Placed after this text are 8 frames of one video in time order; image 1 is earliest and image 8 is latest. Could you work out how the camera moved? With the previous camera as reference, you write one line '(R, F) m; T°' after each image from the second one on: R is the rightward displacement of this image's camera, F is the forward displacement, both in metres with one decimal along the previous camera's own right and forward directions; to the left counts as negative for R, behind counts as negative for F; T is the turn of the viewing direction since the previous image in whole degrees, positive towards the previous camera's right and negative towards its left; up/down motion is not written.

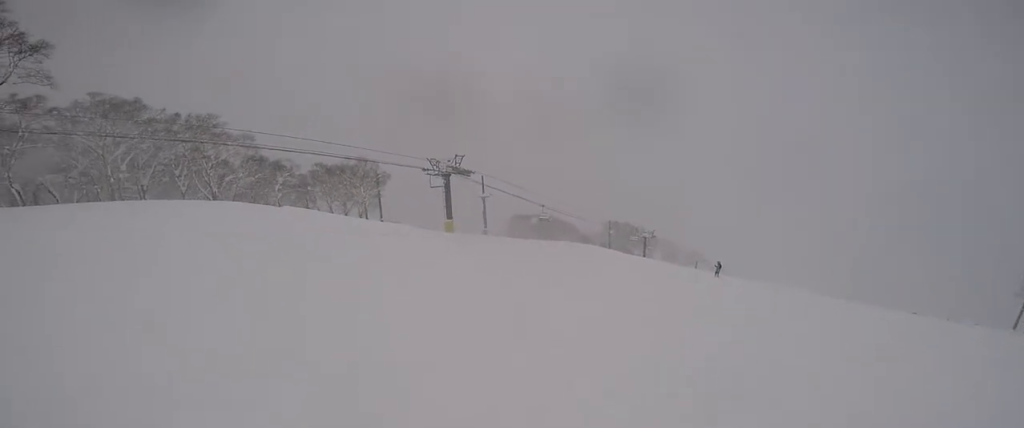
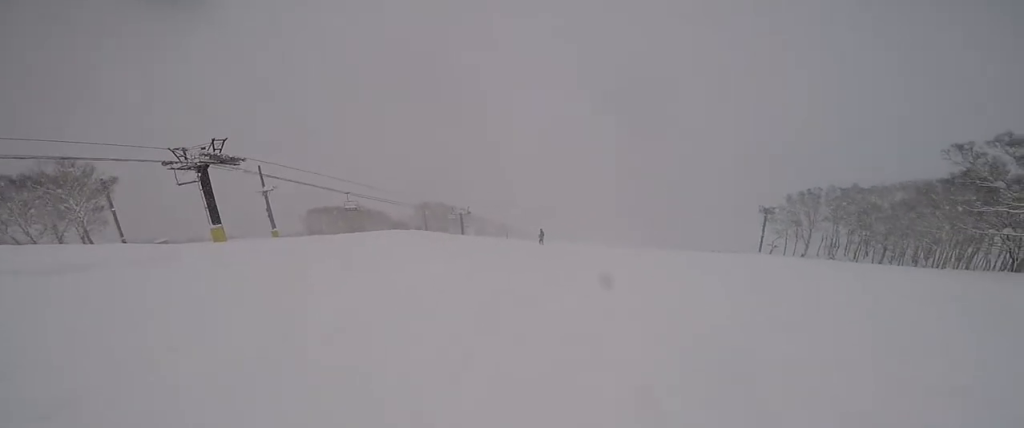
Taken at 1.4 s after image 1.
(+0.6, +6.2) m; +16°
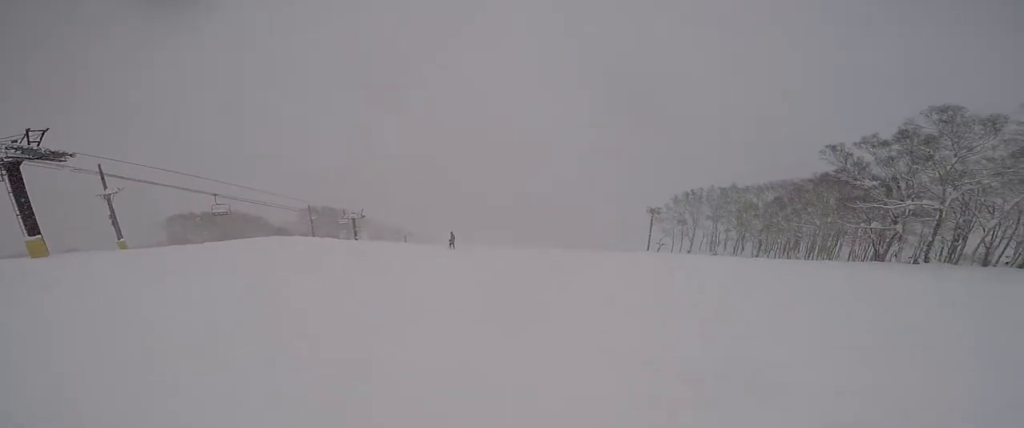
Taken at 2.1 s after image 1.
(+0.1, +3.0) m; +17°
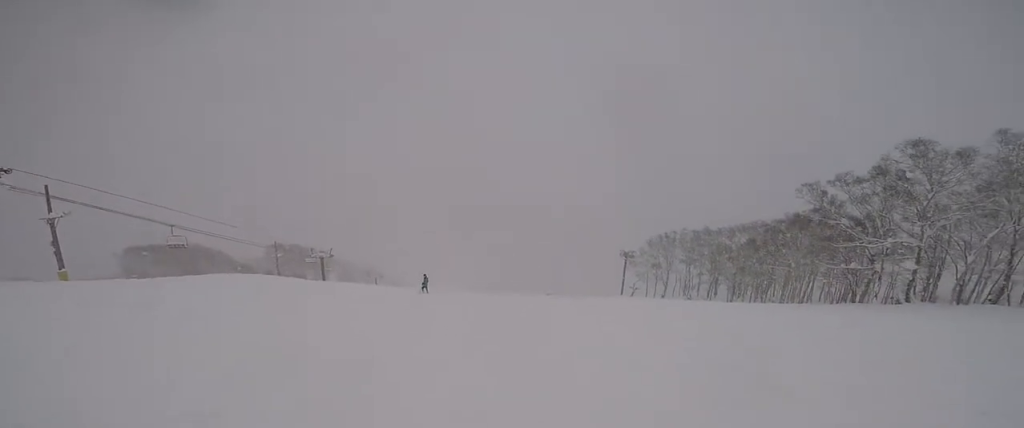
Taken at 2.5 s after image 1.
(-0.4, +2.0) m; +12°
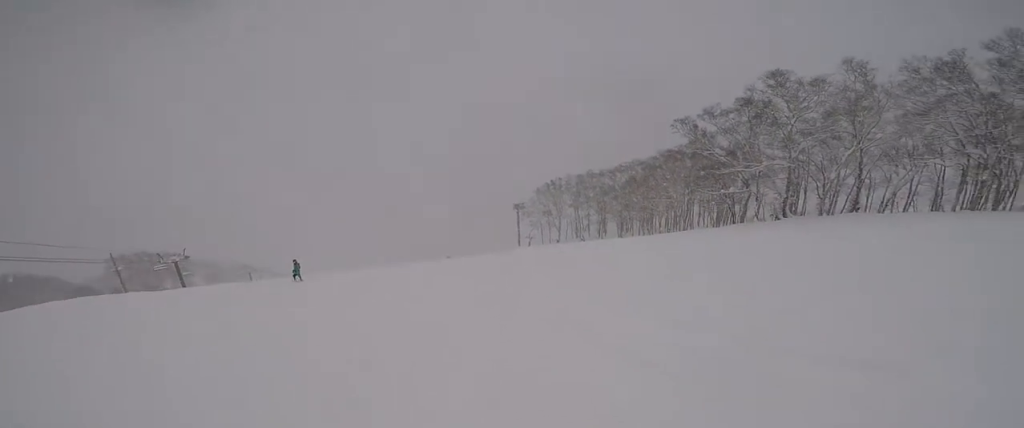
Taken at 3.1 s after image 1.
(+1.1, +2.3) m; +15°
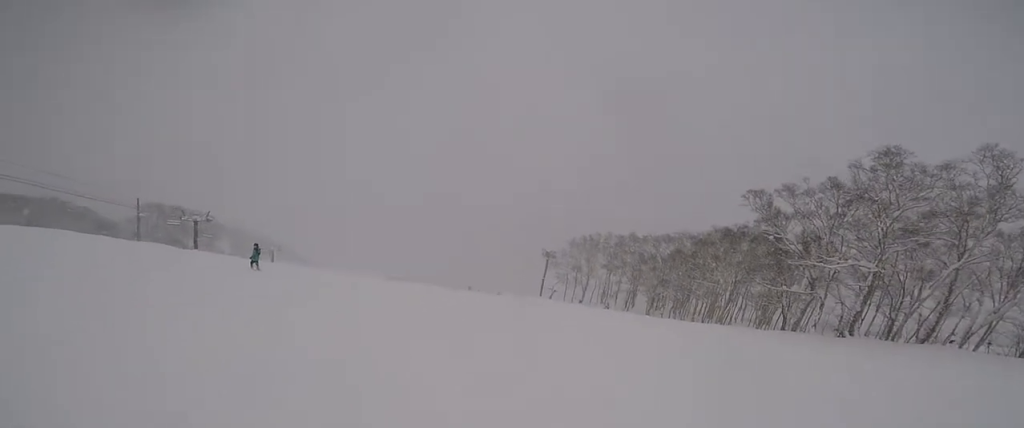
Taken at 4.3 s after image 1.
(+0.9, +5.4) m; +1°
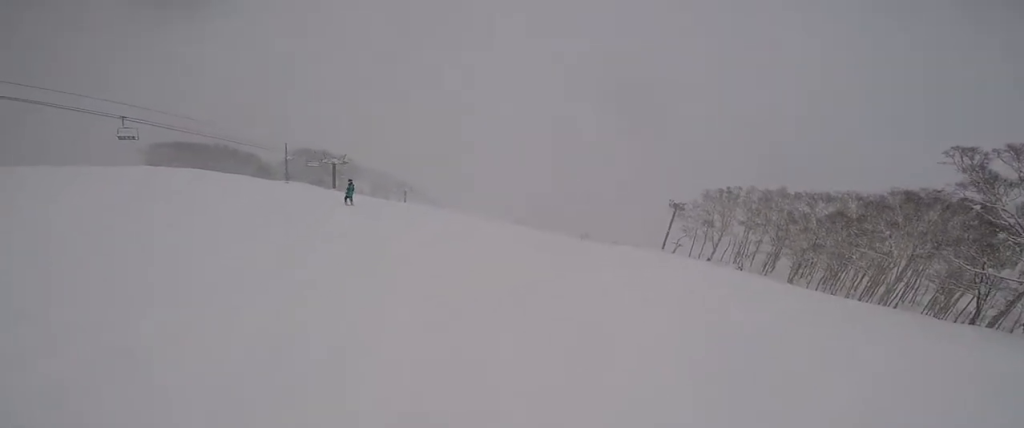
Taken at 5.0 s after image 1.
(-0.3, +3.0) m; -13°
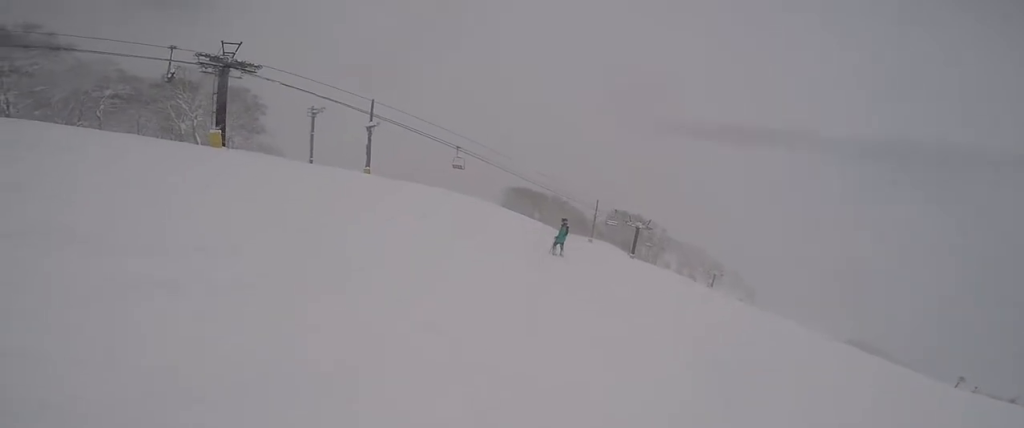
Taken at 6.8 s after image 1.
(-2.6, +7.4) m; -30°
